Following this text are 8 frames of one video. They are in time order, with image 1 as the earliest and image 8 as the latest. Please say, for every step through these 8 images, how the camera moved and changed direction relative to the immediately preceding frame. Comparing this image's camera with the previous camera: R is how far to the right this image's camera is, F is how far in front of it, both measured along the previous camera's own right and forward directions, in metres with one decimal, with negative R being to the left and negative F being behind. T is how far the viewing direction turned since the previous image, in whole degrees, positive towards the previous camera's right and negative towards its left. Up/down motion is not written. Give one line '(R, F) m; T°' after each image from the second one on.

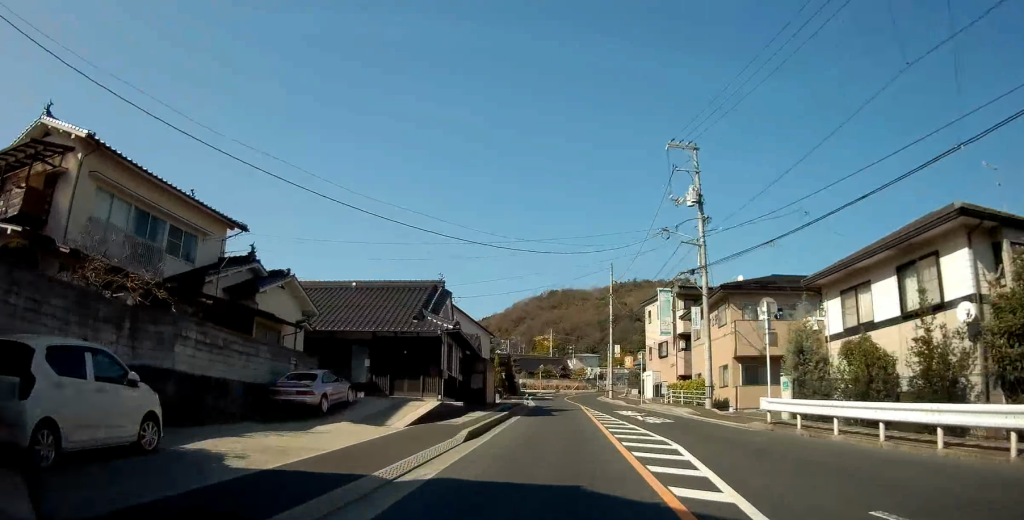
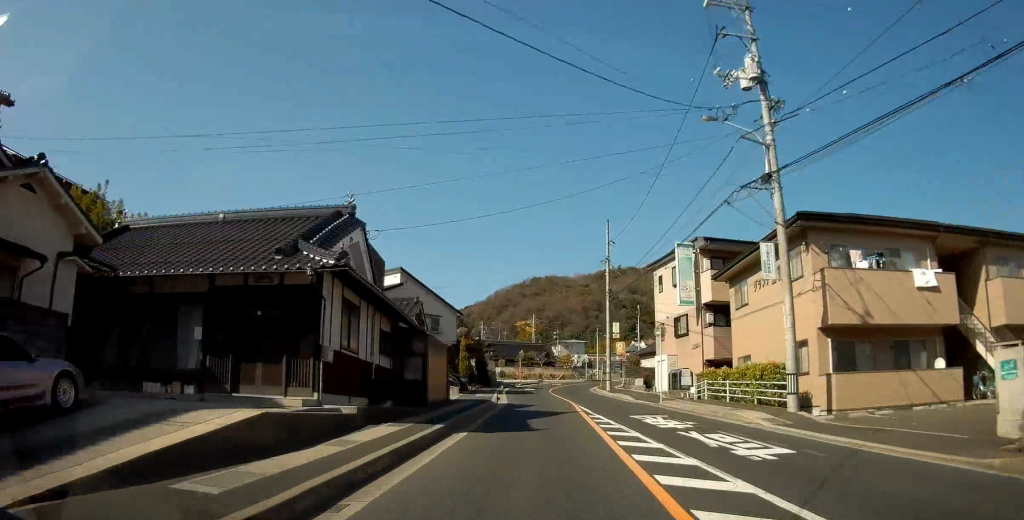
(+0.2, +13.0) m; +3°
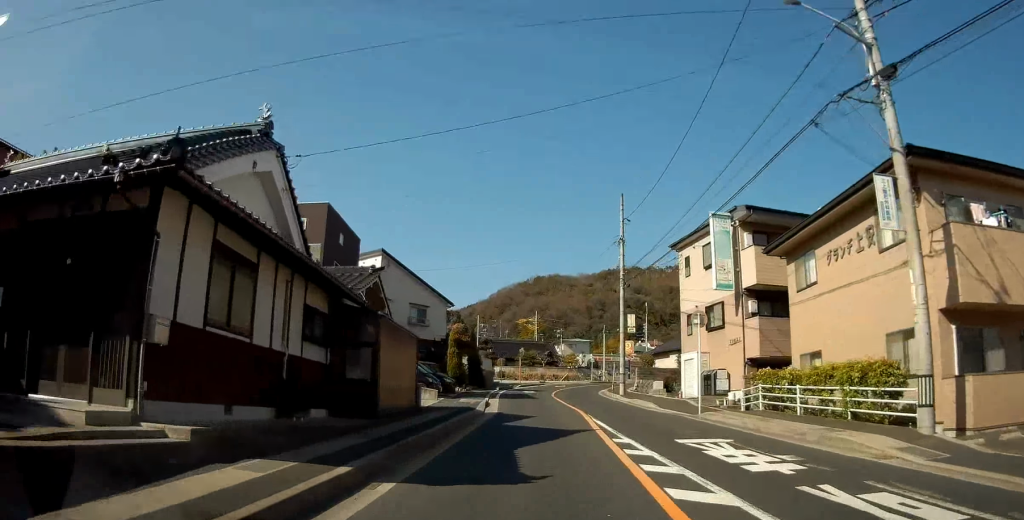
(+0.4, +6.7) m; 0°
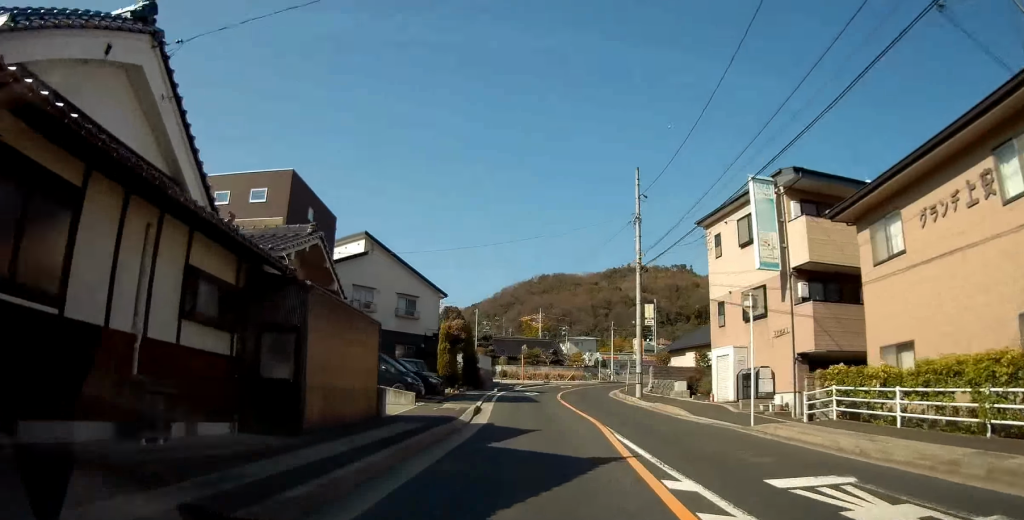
(-0.1, +5.1) m; 0°
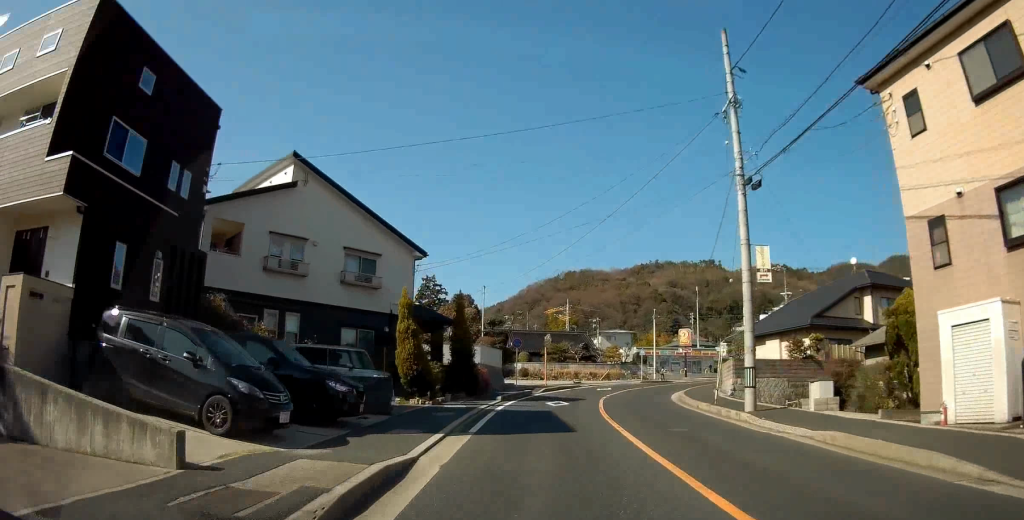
(-0.1, +14.9) m; 0°
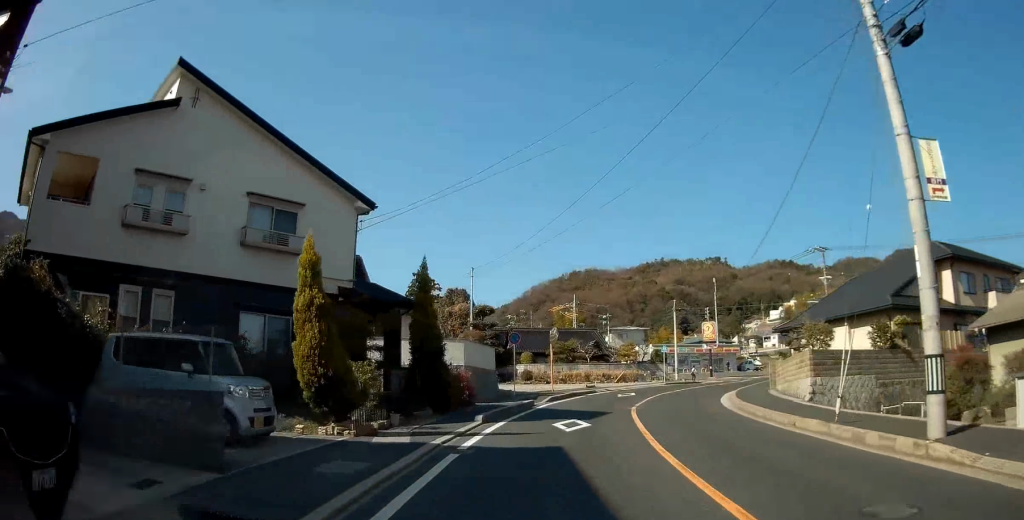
(0.0, +9.6) m; -1°
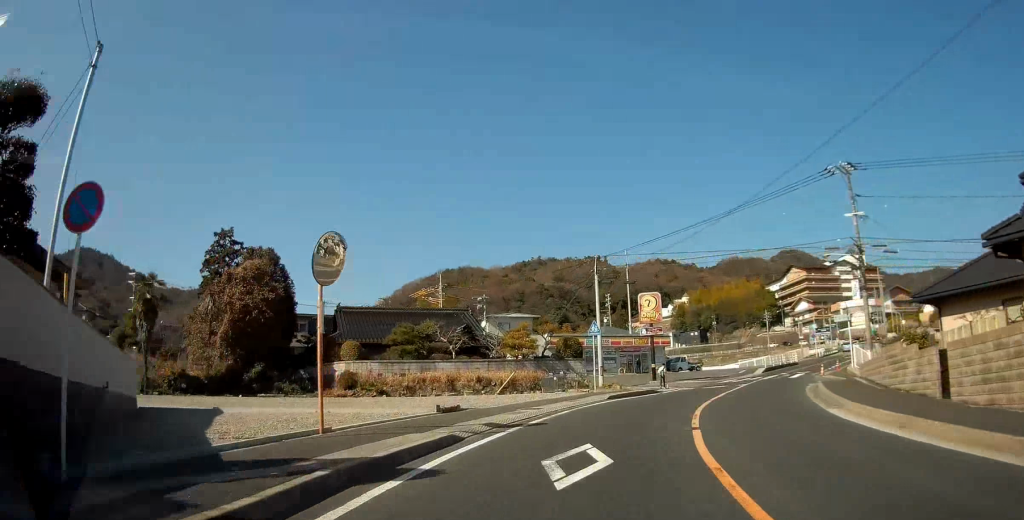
(0.0, +26.3) m; +8°
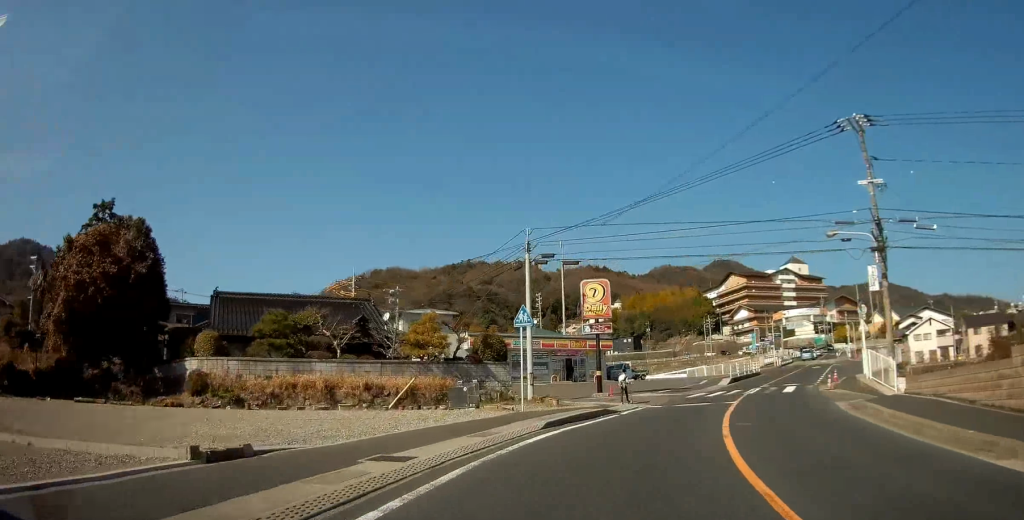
(+0.8, +9.9) m; +6°
